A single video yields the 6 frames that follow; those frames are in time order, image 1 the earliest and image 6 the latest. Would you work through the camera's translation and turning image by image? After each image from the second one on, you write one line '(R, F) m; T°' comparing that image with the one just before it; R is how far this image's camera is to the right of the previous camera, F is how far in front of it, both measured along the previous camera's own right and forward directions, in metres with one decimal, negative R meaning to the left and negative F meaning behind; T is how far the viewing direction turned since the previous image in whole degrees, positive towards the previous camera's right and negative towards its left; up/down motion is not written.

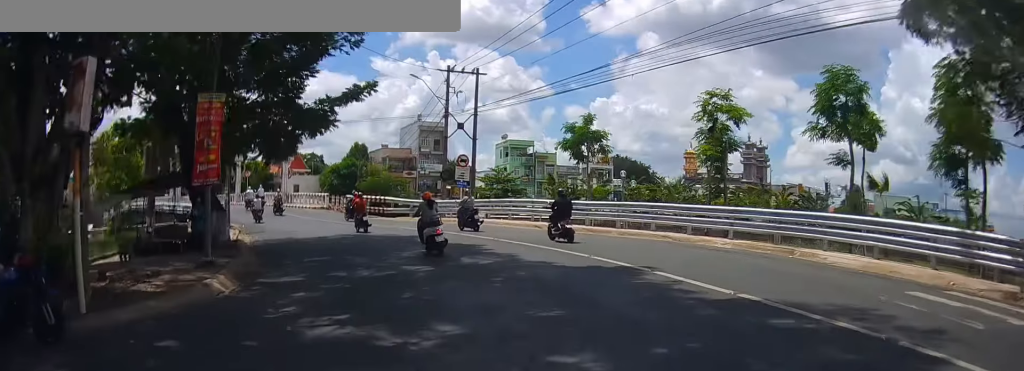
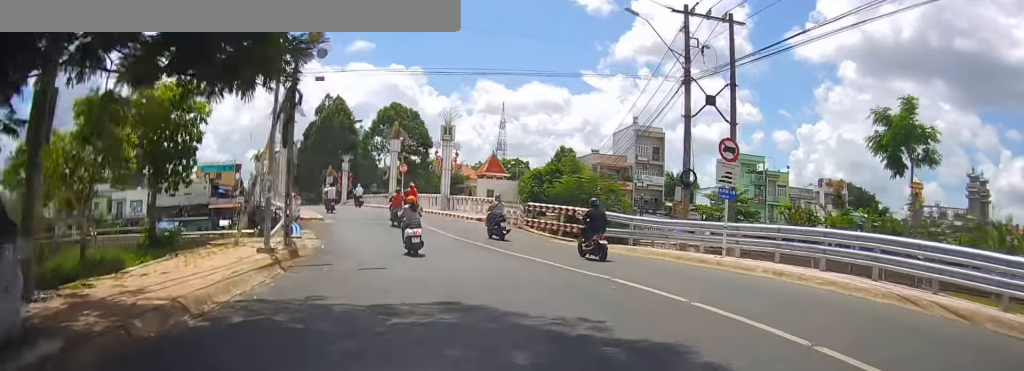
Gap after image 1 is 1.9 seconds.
(-1.6, +17.8) m; -12°
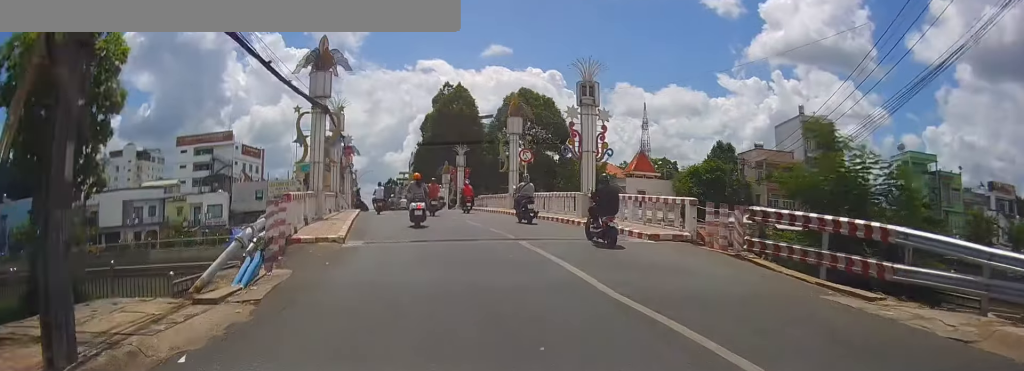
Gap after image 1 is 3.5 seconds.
(-2.0, +15.3) m; -17°
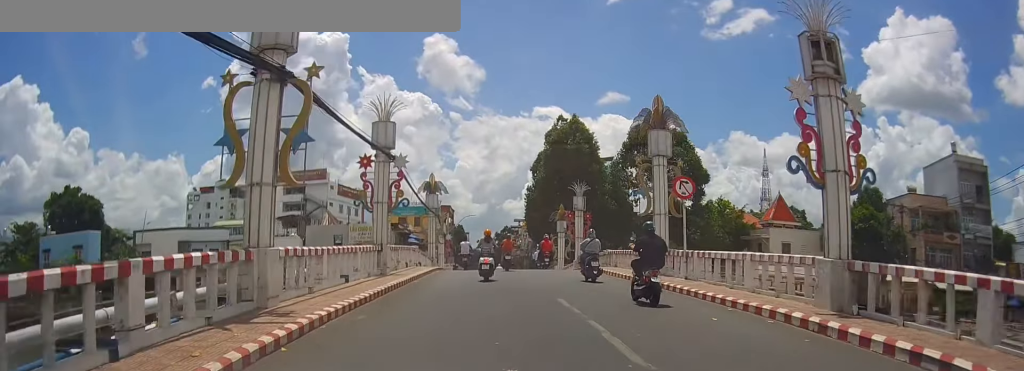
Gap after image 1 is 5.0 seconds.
(-1.6, +13.3) m; -11°
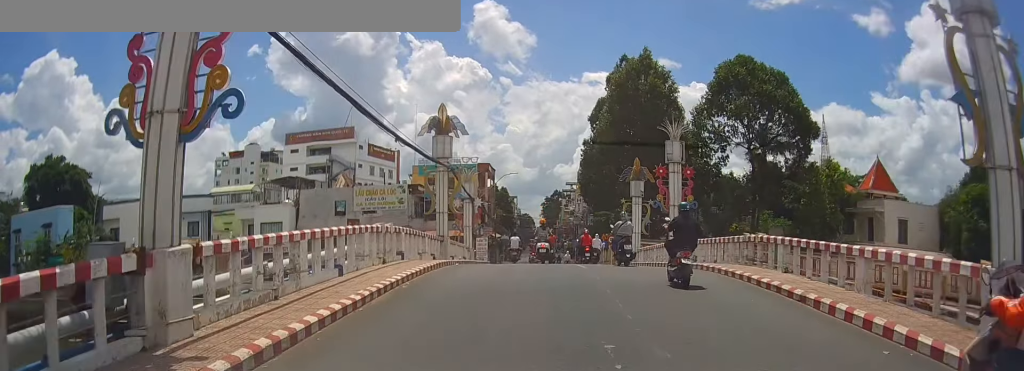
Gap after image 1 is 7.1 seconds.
(0.0, +17.3) m; +1°
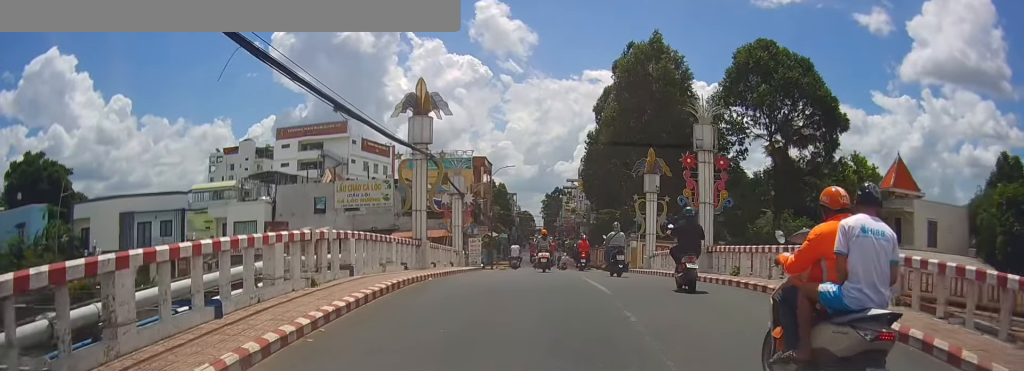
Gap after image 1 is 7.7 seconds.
(+0.3, +5.5) m; -4°
